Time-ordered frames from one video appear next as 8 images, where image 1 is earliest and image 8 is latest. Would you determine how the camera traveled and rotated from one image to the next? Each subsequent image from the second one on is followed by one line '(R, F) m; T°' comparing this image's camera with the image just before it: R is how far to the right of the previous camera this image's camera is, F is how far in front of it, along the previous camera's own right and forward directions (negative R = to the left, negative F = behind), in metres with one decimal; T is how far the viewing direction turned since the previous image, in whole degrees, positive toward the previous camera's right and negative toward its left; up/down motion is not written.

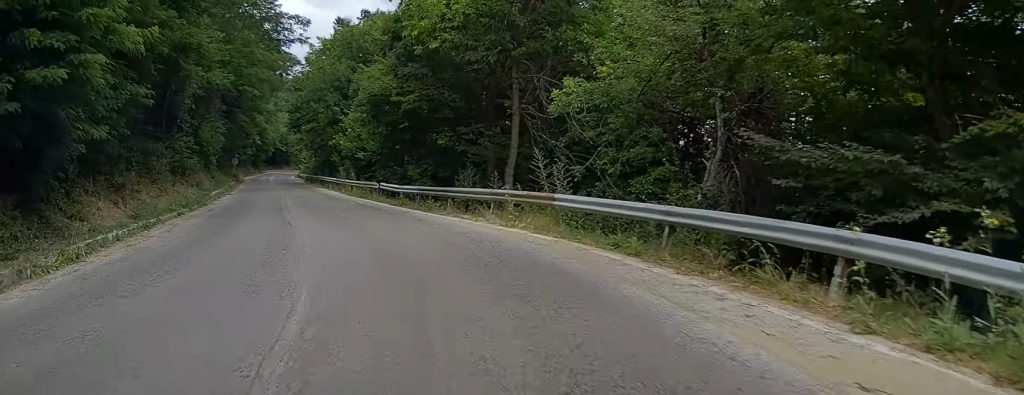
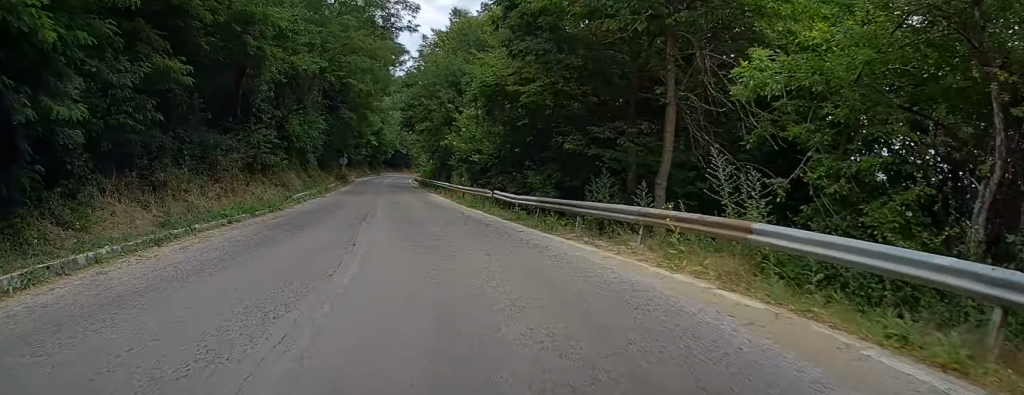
(-0.5, +5.0) m; -6°
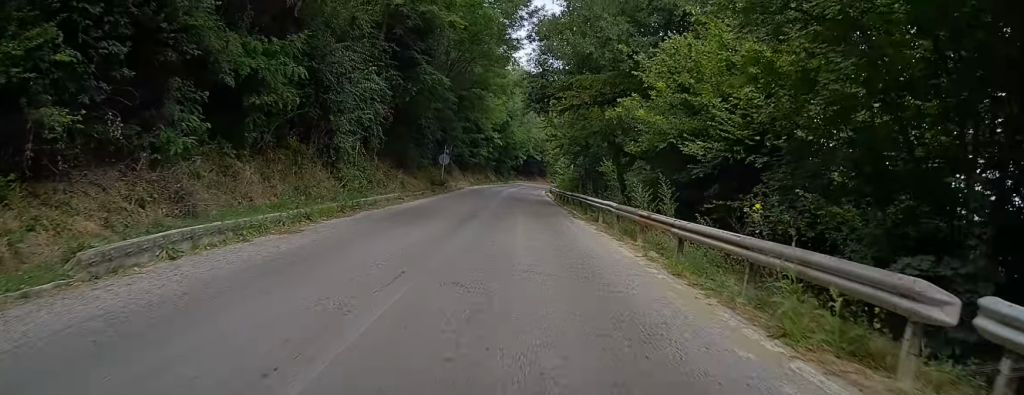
(-3.4, +20.2) m; -17°
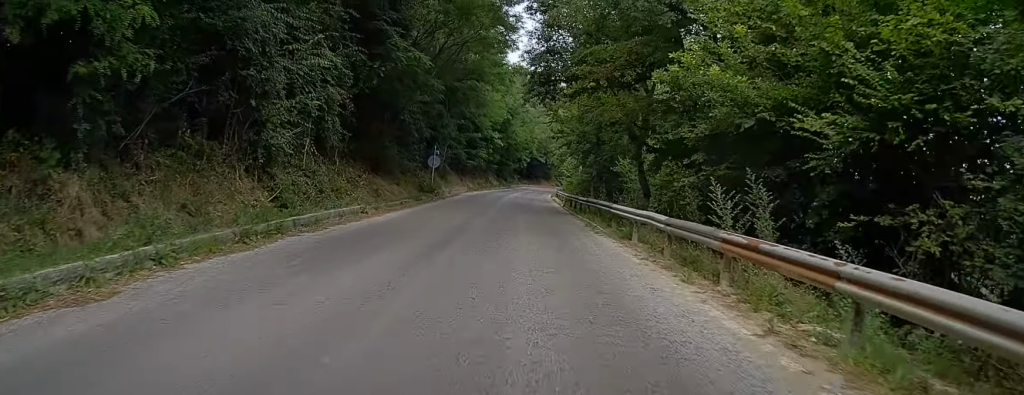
(-0.1, +6.0) m; -4°
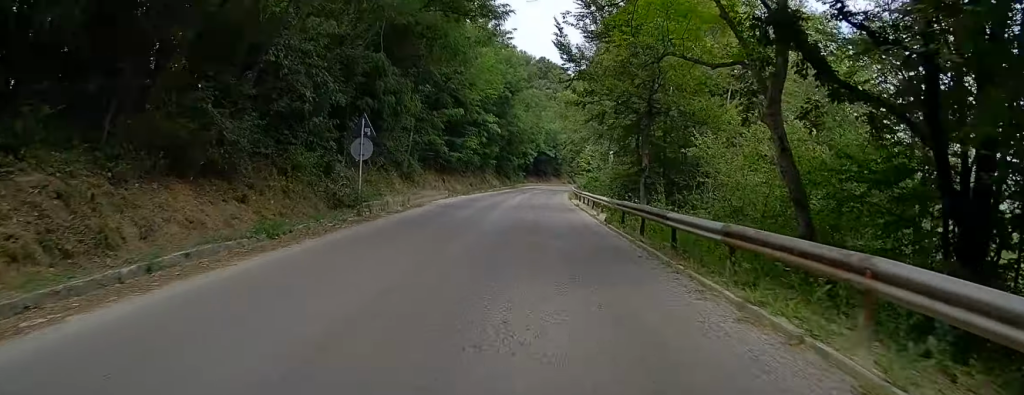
(-1.3, +18.6) m; -3°
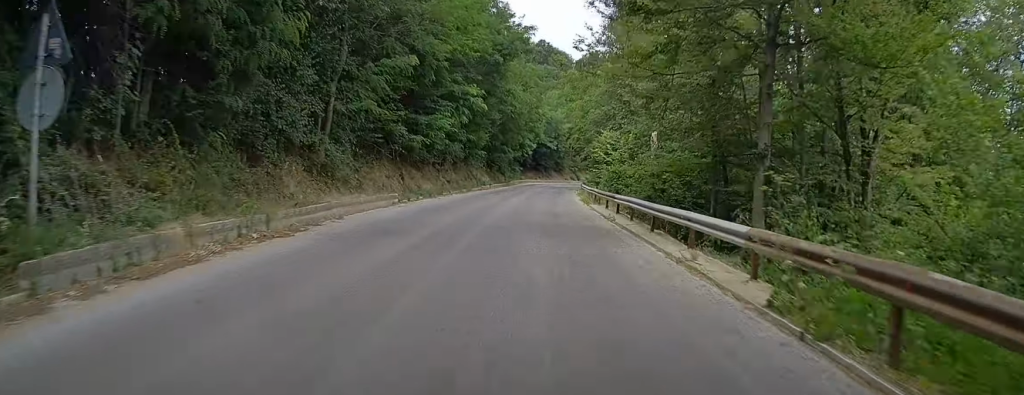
(+0.5, +16.3) m; +1°
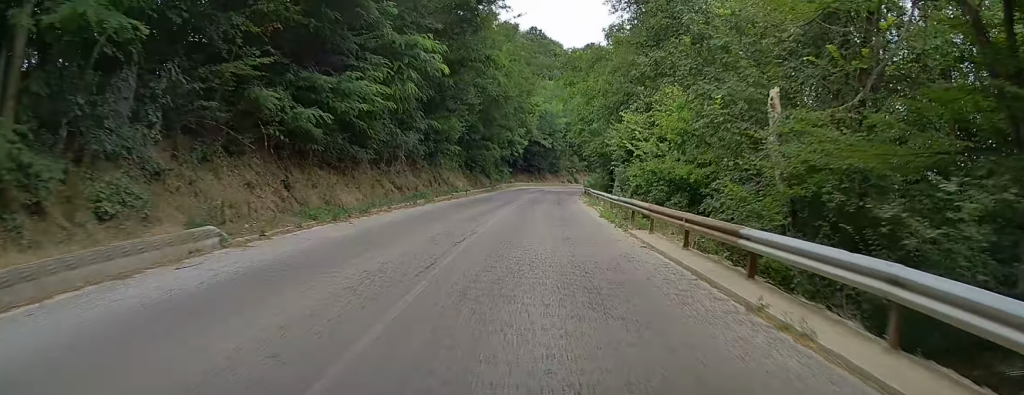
(-0.1, +16.2) m; 0°
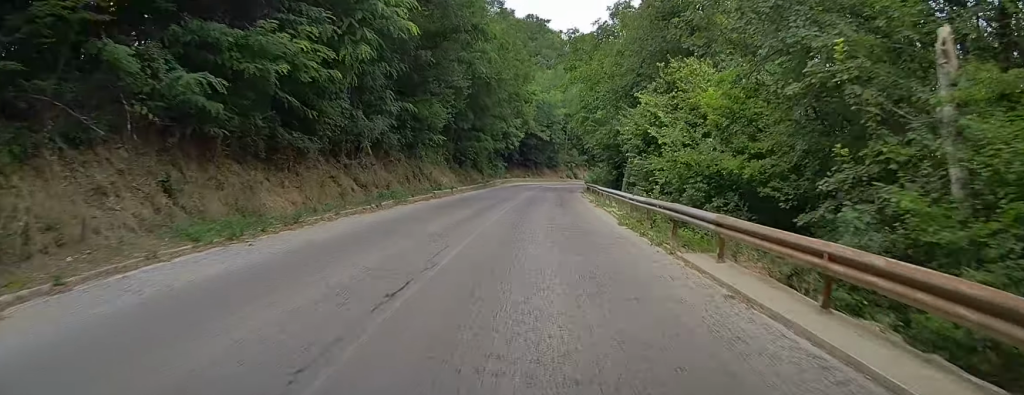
(+0.1, +6.7) m; 0°
